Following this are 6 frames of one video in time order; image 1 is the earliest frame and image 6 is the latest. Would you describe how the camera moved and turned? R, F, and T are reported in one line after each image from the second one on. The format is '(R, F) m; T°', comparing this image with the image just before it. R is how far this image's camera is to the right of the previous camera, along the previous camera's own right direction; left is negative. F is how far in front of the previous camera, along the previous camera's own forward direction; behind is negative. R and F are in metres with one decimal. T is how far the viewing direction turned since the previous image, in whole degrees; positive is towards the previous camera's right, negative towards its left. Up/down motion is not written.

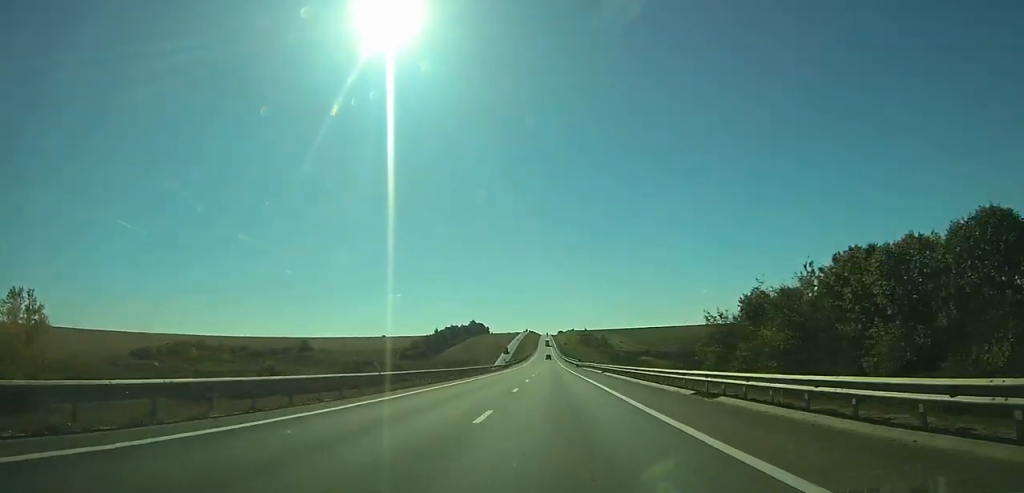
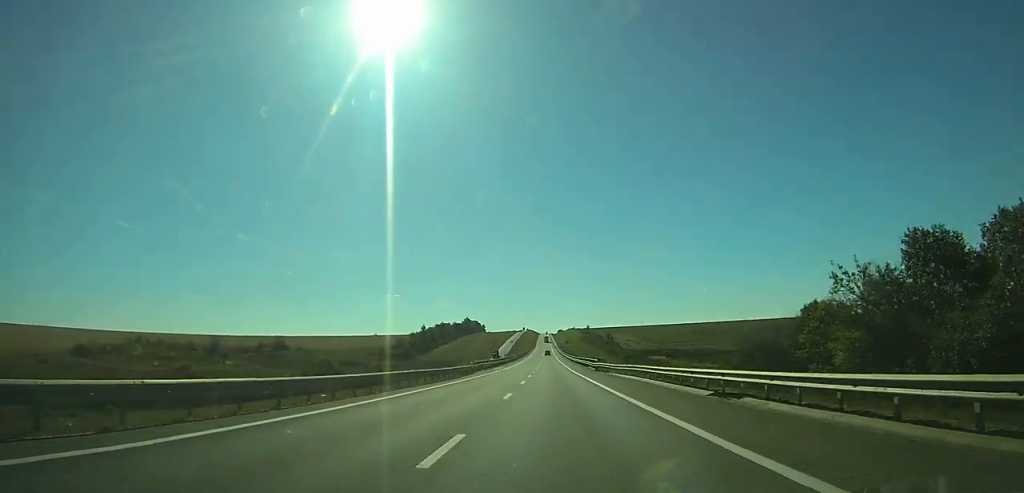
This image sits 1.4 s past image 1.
(0.0, +40.7) m; 0°
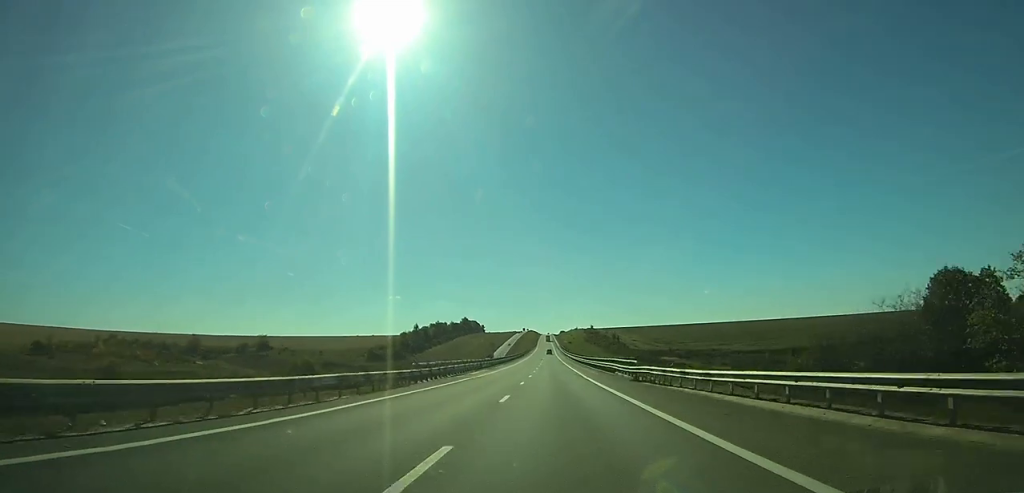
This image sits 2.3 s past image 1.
(-0.1, +25.2) m; 0°
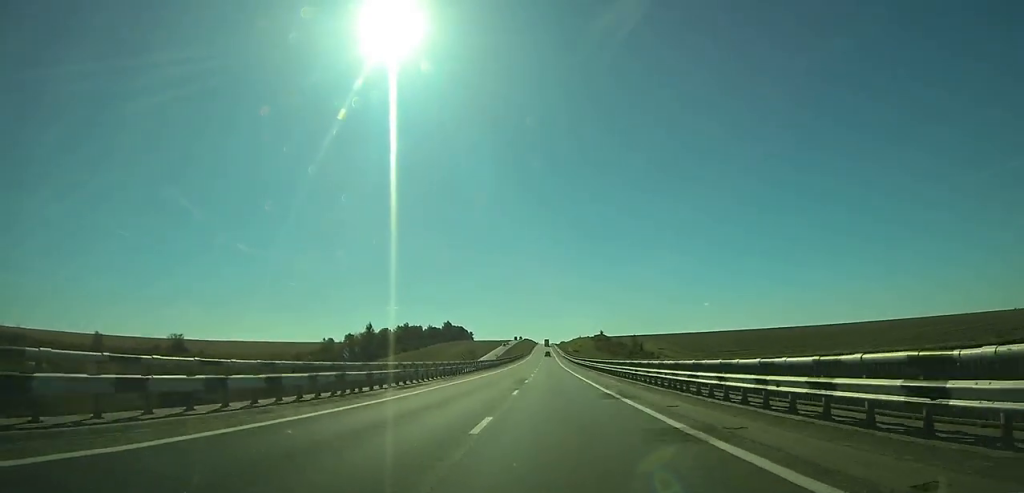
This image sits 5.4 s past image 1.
(-0.3, +91.6) m; 0°
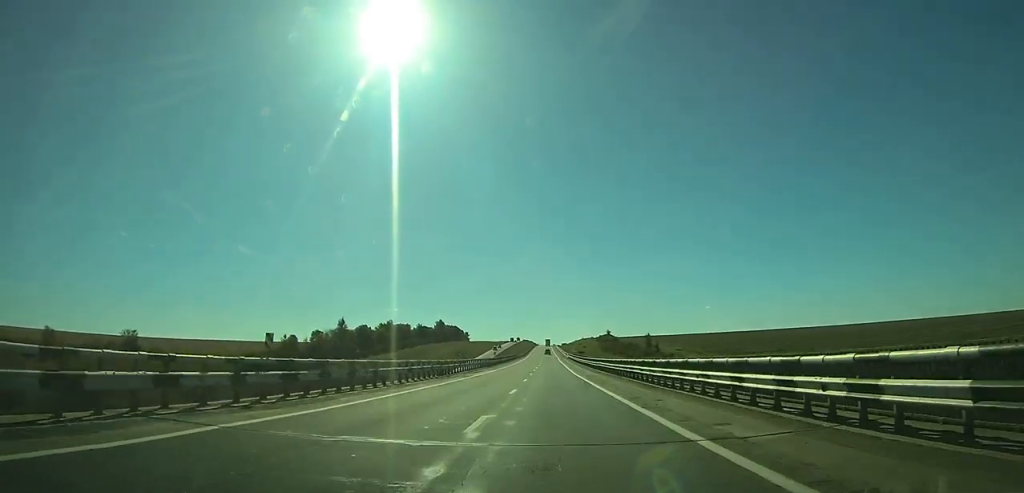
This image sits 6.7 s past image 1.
(0.0, +37.0) m; 0°
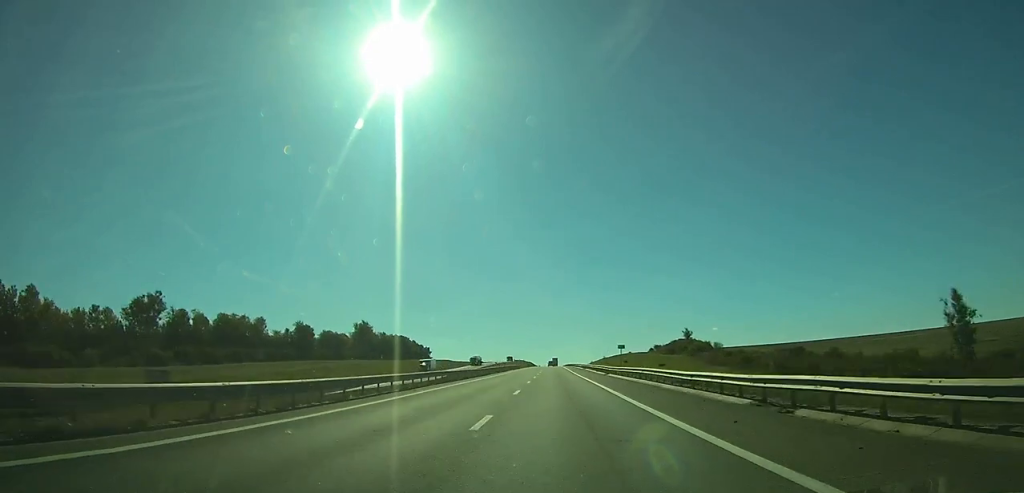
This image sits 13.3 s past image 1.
(-0.2, +190.2) m; 0°
